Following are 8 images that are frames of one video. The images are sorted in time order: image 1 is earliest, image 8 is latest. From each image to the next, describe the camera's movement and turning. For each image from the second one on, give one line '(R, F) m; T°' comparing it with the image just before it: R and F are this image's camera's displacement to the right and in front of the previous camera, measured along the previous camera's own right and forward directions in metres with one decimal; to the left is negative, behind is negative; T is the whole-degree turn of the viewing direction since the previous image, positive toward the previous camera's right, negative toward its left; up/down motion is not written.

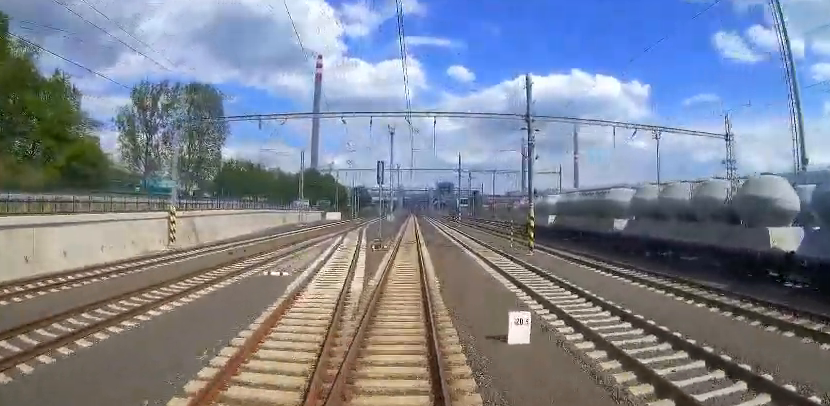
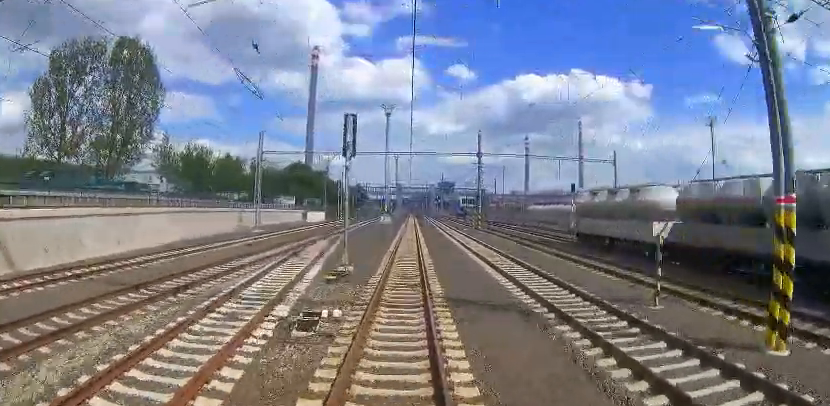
(+0.1, +19.1) m; 0°
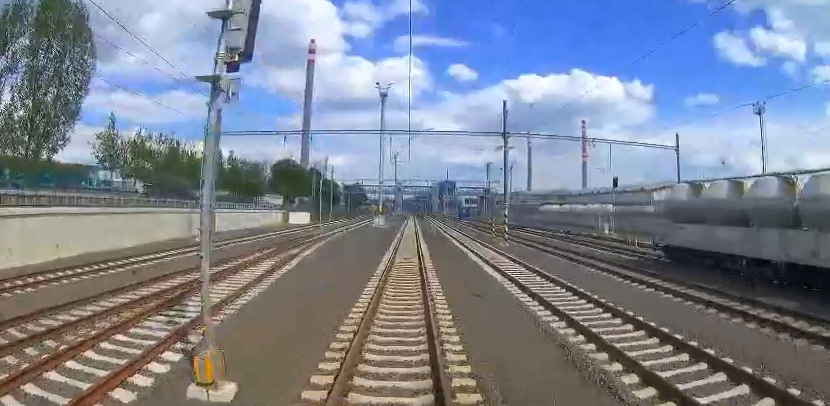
(0.0, +13.0) m; 0°
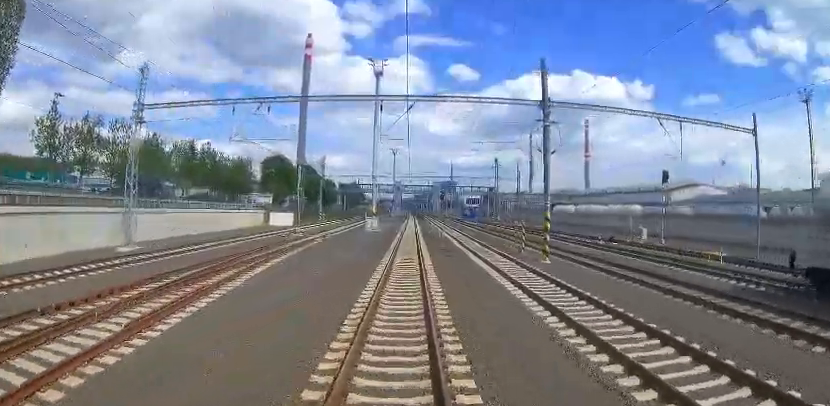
(0.0, +10.3) m; 0°
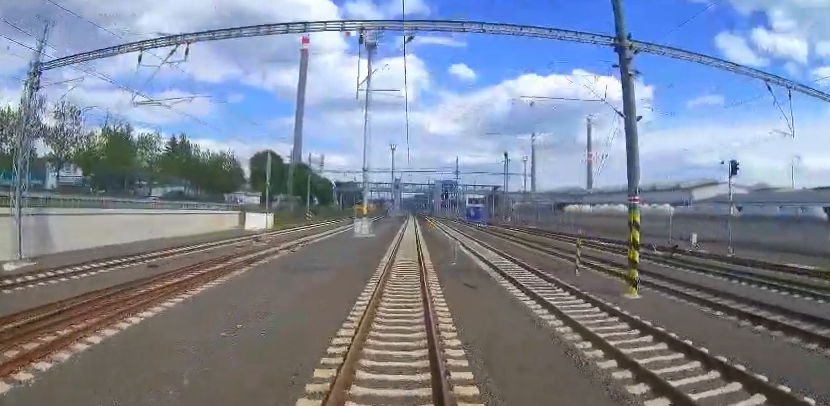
(-0.1, +9.4) m; +1°
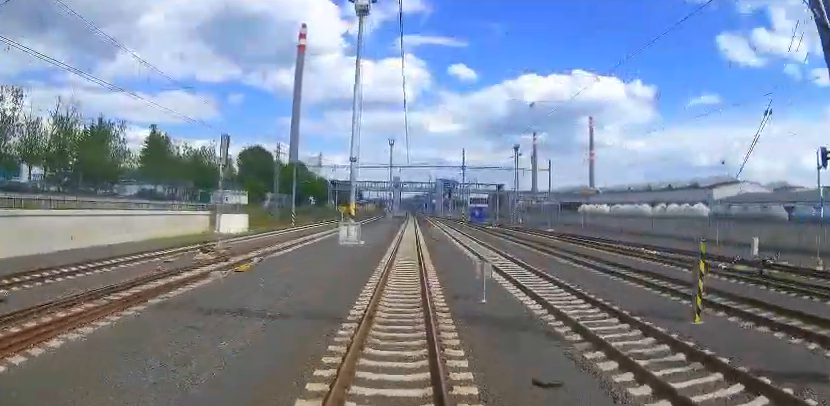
(+0.1, +8.5) m; +1°
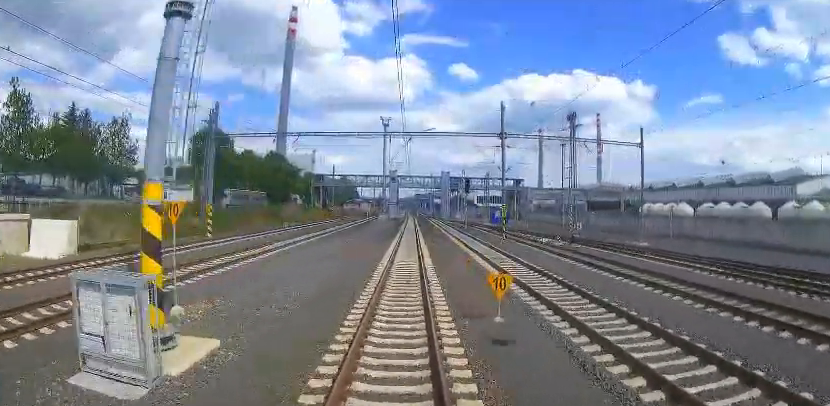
(+0.1, +26.1) m; -1°
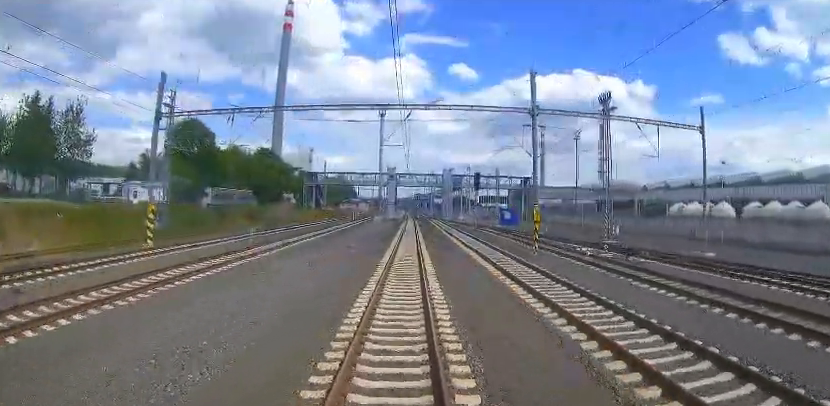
(0.0, +8.8) m; 0°
